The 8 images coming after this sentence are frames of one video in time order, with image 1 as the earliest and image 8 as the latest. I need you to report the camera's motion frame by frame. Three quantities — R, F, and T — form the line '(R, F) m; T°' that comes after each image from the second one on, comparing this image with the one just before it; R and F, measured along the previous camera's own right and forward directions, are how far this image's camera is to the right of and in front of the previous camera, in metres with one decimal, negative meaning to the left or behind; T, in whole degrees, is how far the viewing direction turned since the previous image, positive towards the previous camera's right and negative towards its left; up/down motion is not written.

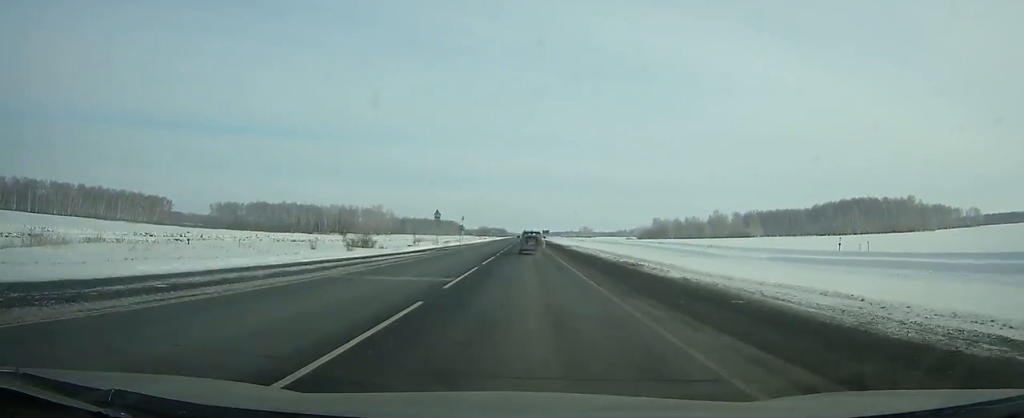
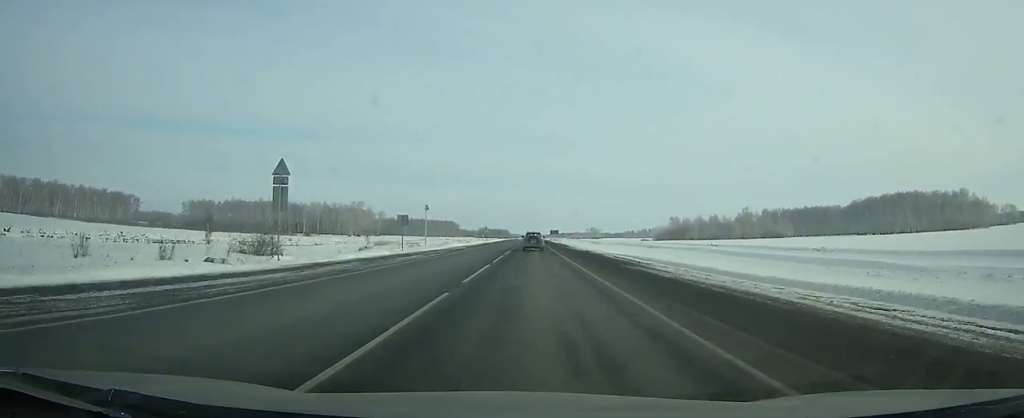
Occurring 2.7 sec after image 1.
(+0.1, +49.0) m; 0°
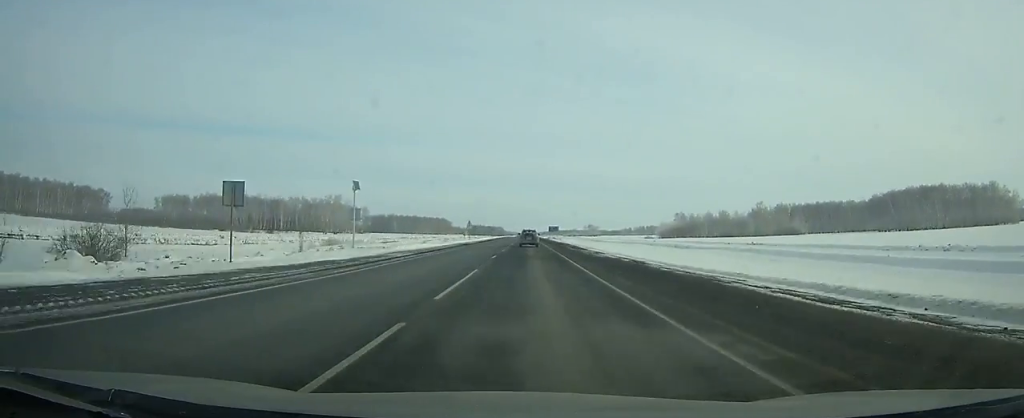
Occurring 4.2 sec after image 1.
(+0.1, +31.3) m; 0°
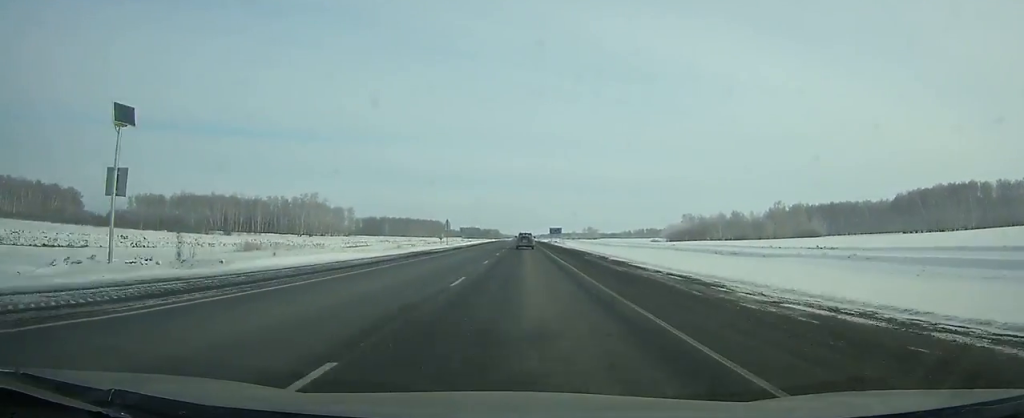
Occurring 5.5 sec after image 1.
(+0.1, +27.3) m; 0°
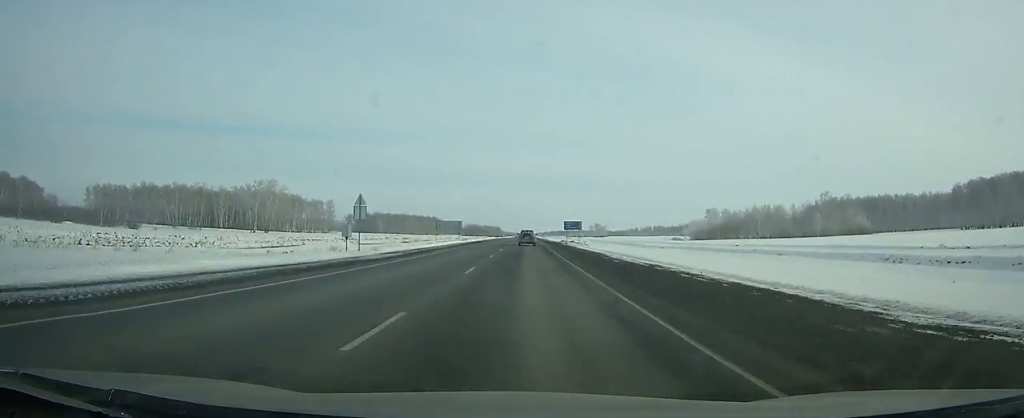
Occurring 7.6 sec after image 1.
(-0.1, +47.1) m; 0°
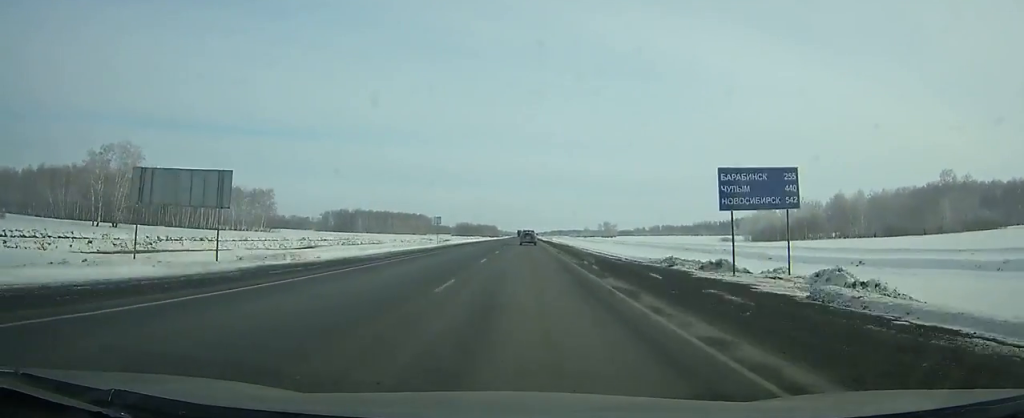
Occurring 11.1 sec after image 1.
(+0.1, +80.7) m; 0°
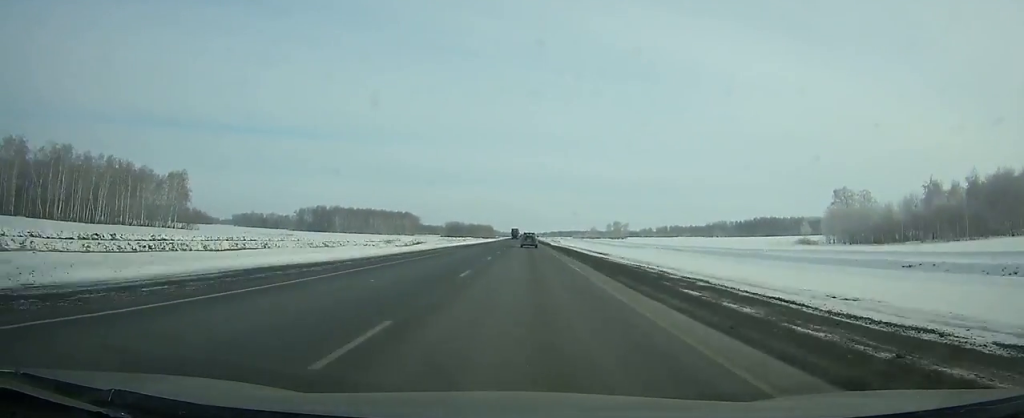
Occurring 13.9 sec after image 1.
(+0.2, +66.4) m; 0°
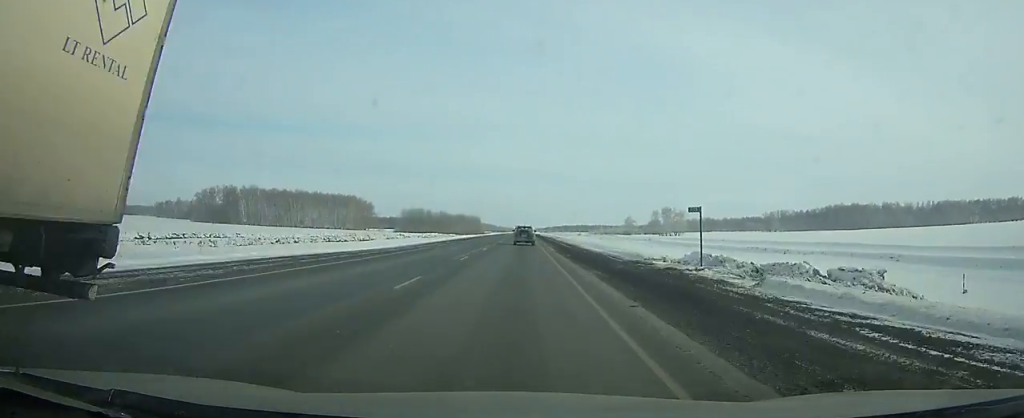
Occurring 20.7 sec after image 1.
(-0.2, +170.9) m; 0°
